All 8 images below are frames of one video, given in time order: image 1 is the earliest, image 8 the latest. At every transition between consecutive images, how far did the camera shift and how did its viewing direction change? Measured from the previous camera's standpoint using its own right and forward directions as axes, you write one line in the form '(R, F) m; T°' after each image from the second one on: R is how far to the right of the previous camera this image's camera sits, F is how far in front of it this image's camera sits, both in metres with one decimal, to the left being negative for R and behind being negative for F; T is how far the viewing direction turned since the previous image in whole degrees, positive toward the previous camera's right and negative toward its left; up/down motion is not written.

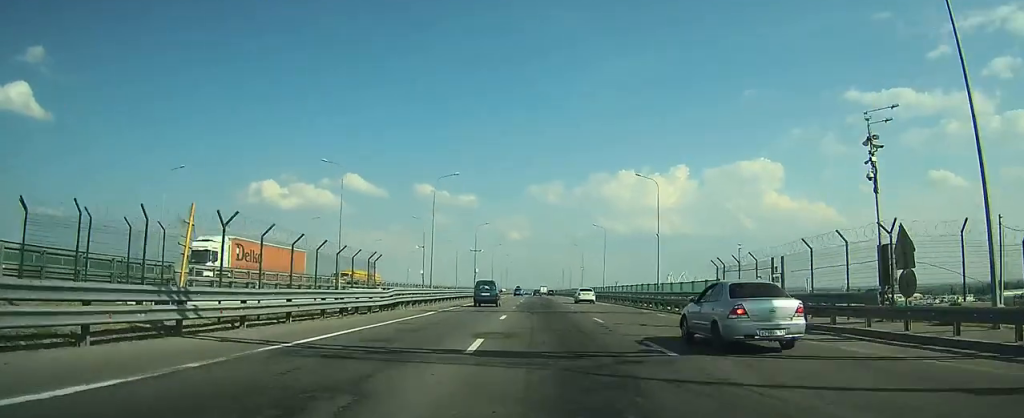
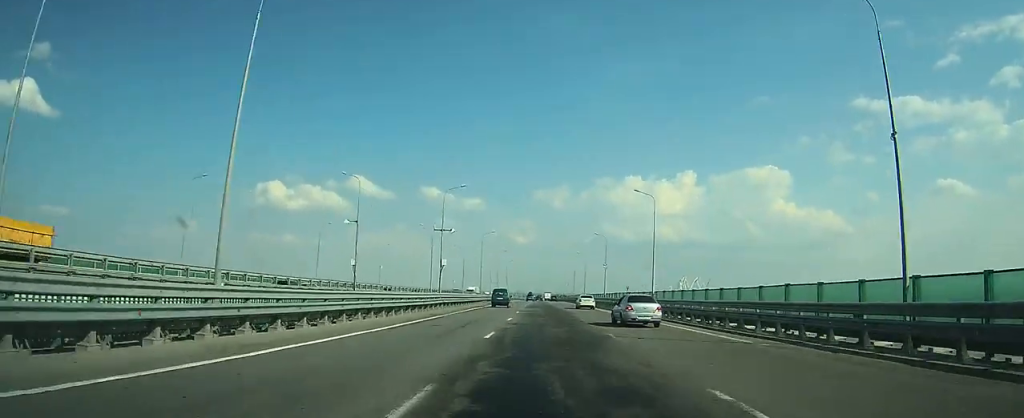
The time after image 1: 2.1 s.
(-0.1, +30.7) m; -1°
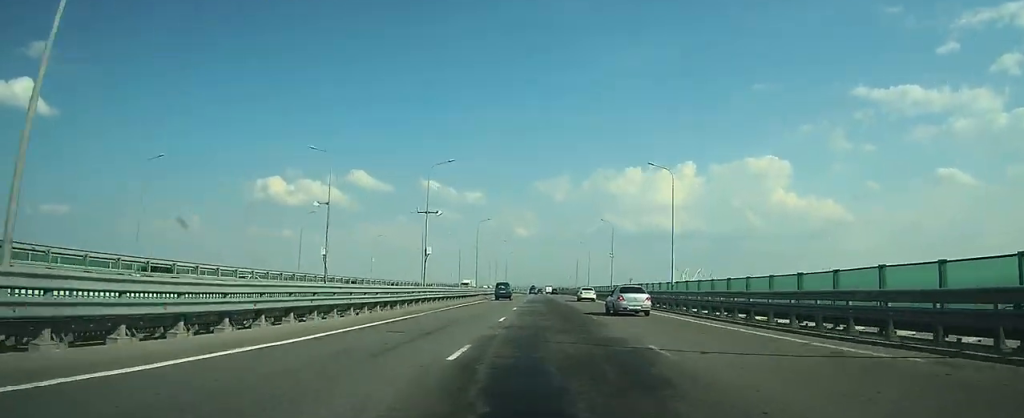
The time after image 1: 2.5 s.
(0.0, +6.7) m; 0°
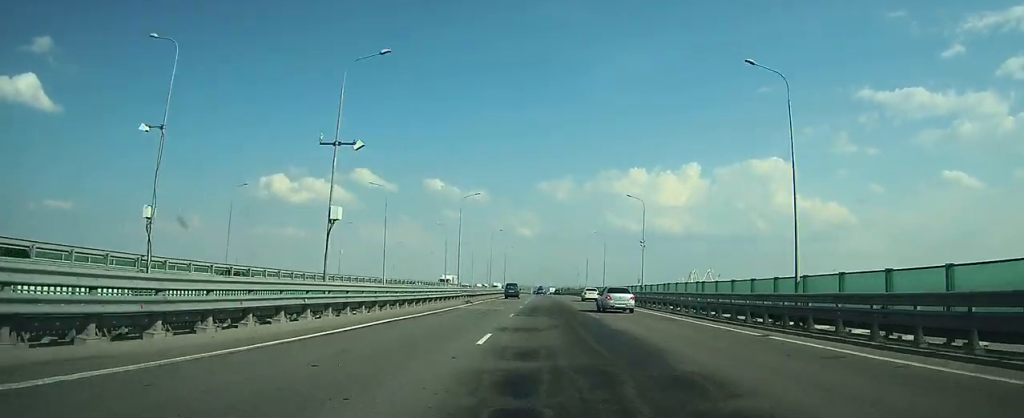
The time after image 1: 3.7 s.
(-0.1, +20.0) m; 0°
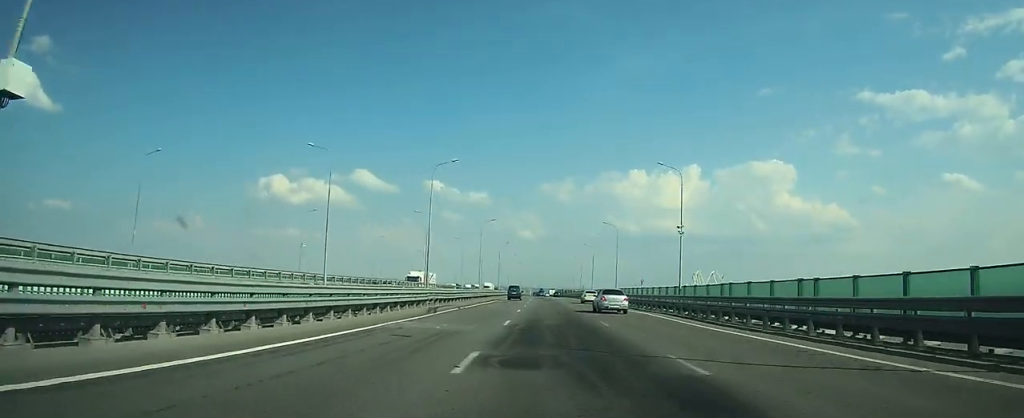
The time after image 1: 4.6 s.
(0.0, +15.2) m; 0°
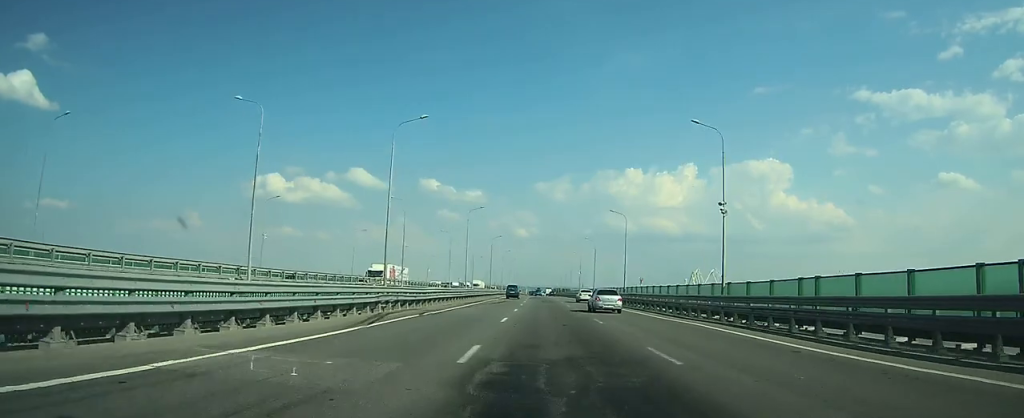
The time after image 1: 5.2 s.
(+0.1, +10.5) m; 0°
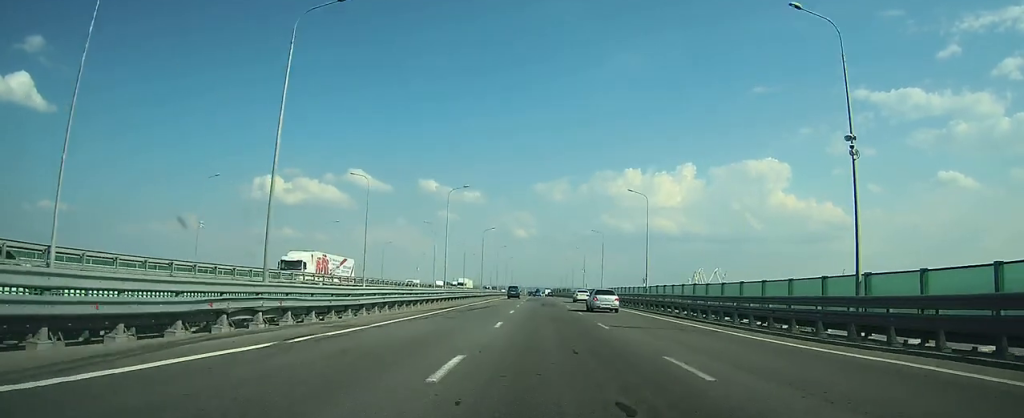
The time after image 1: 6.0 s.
(0.0, +13.8) m; 0°
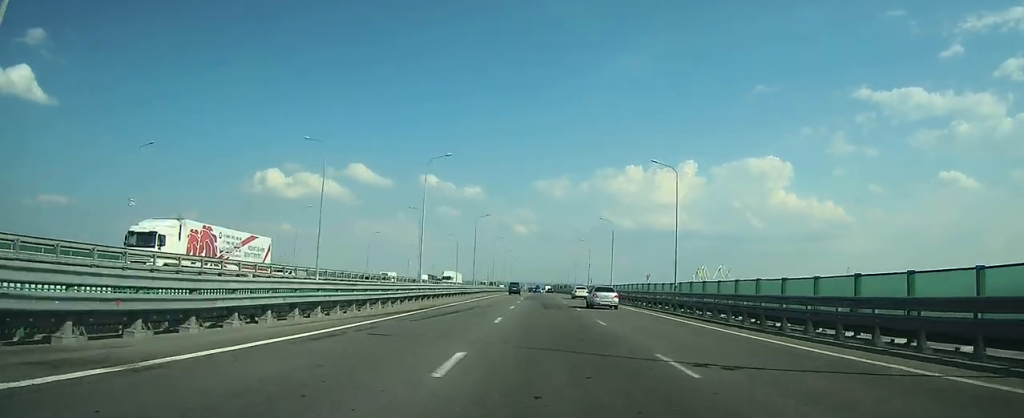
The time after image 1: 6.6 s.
(0.0, +11.0) m; 0°
